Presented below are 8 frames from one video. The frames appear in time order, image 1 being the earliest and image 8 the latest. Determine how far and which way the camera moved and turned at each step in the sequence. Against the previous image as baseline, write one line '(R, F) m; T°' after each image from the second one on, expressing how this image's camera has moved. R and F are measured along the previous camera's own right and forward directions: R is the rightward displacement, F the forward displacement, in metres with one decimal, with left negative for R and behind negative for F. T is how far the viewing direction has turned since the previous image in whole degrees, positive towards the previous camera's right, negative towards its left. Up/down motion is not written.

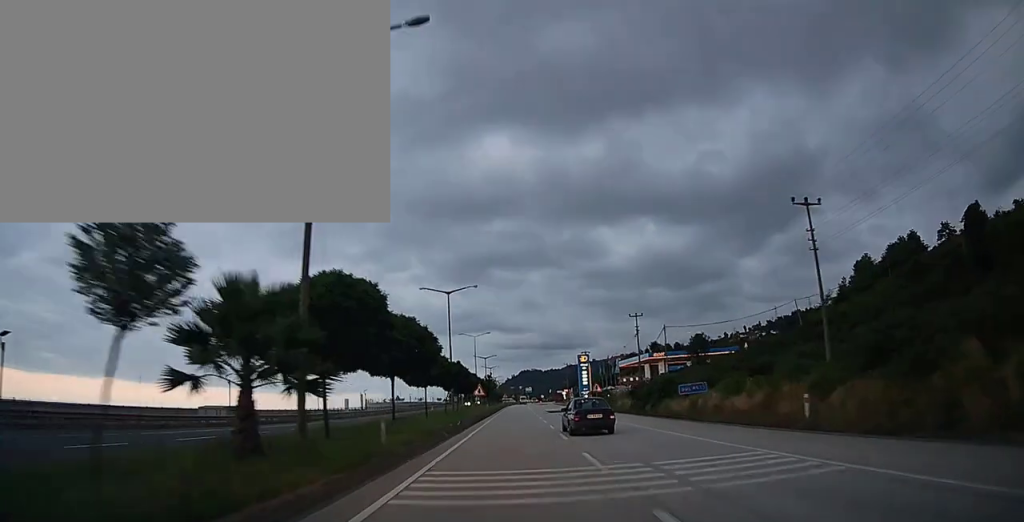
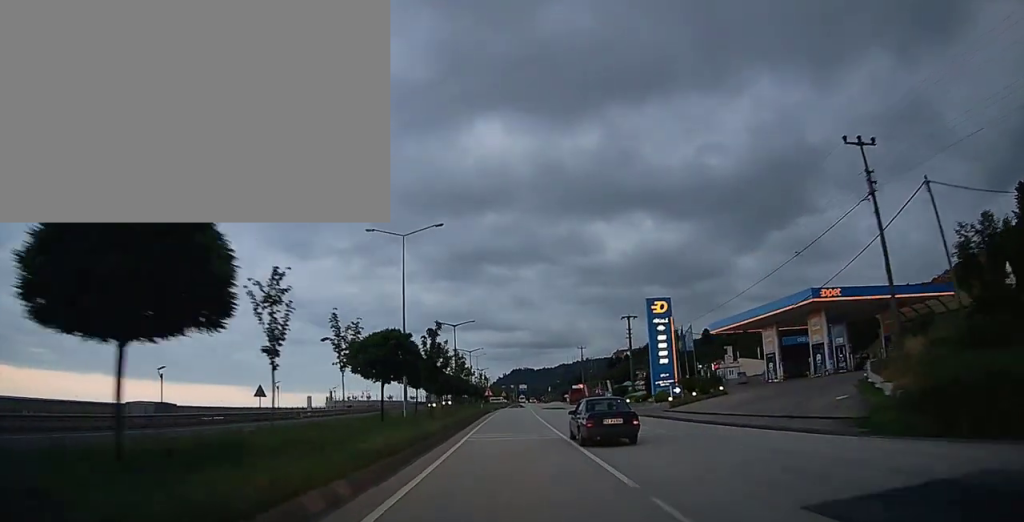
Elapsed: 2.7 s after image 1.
(+0.3, +57.5) m; +1°
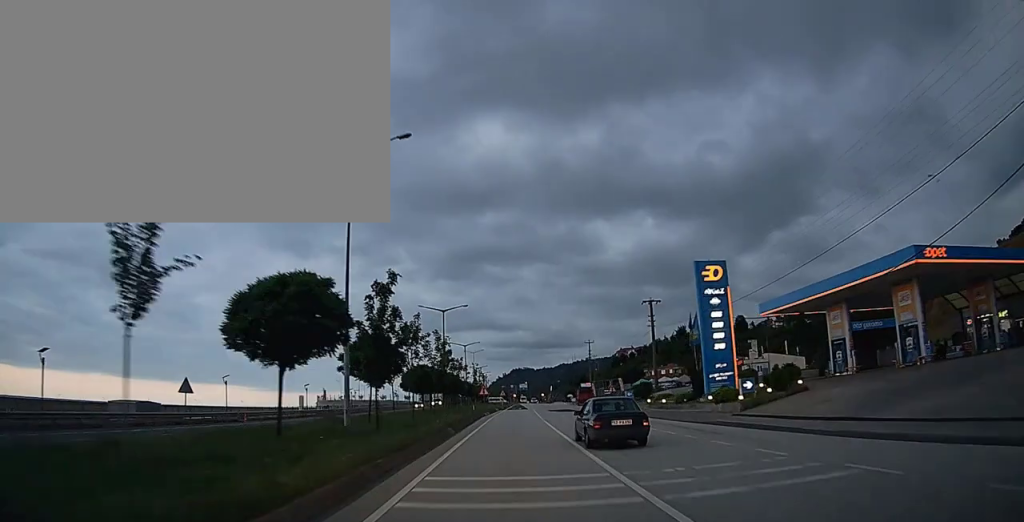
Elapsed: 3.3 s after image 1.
(+0.2, +12.5) m; 0°
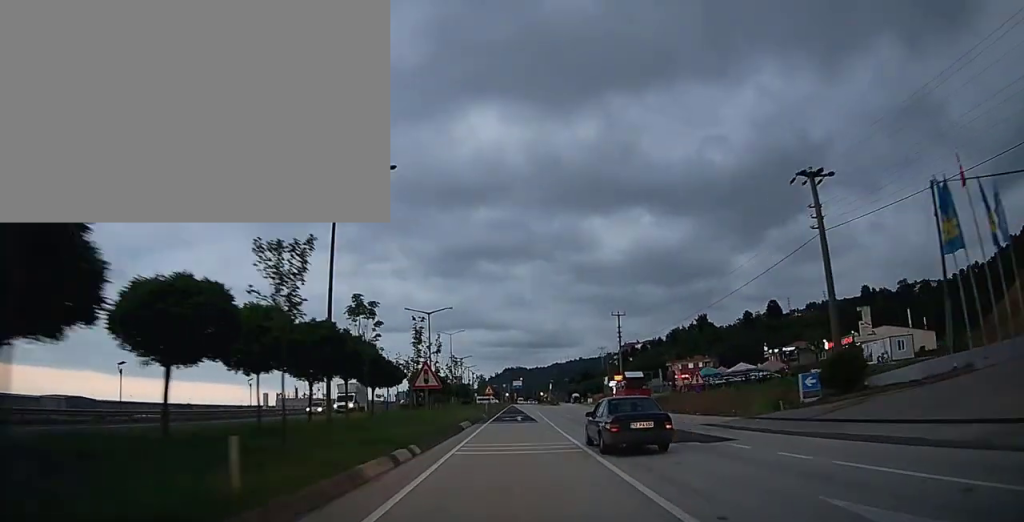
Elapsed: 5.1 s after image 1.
(-0.1, +38.2) m; 0°
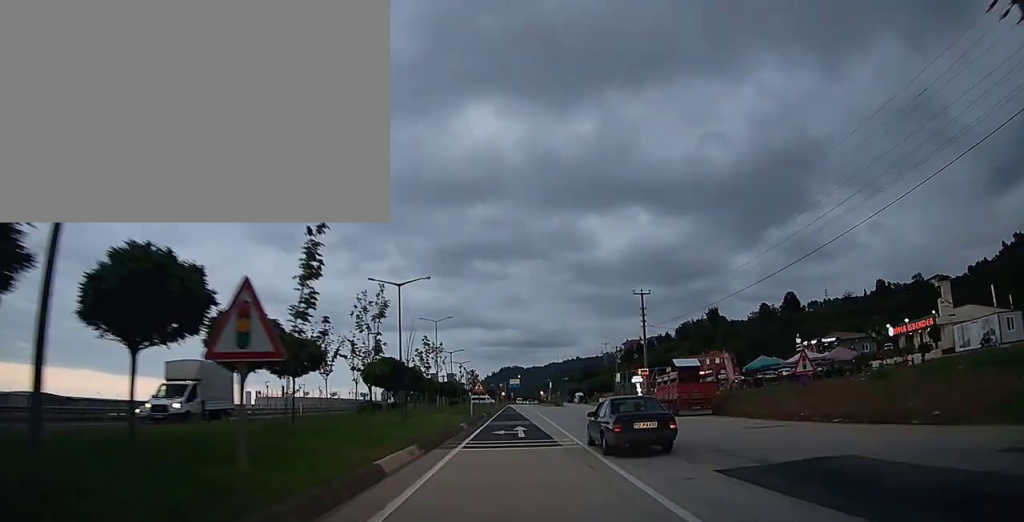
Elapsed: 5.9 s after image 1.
(+0.1, +16.0) m; +1°
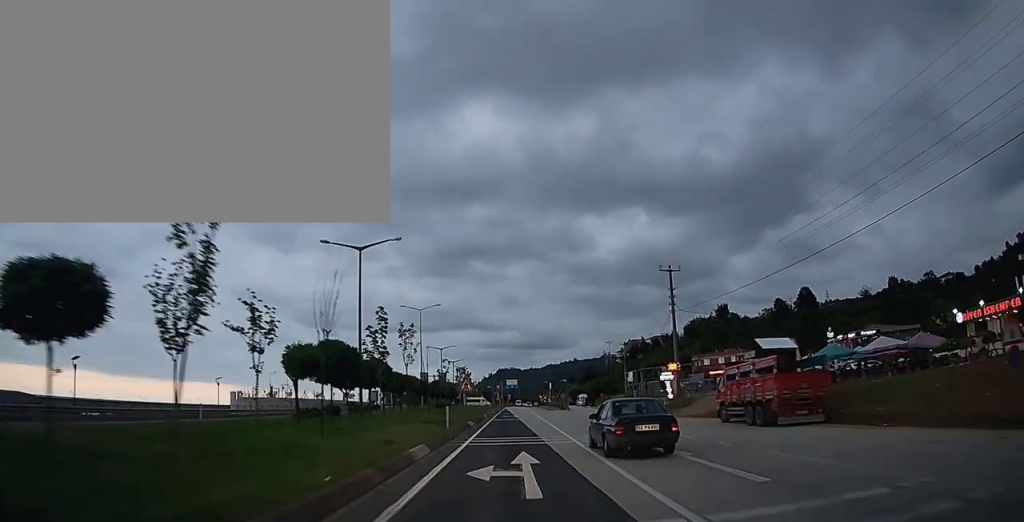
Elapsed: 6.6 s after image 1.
(+0.2, +13.1) m; 0°
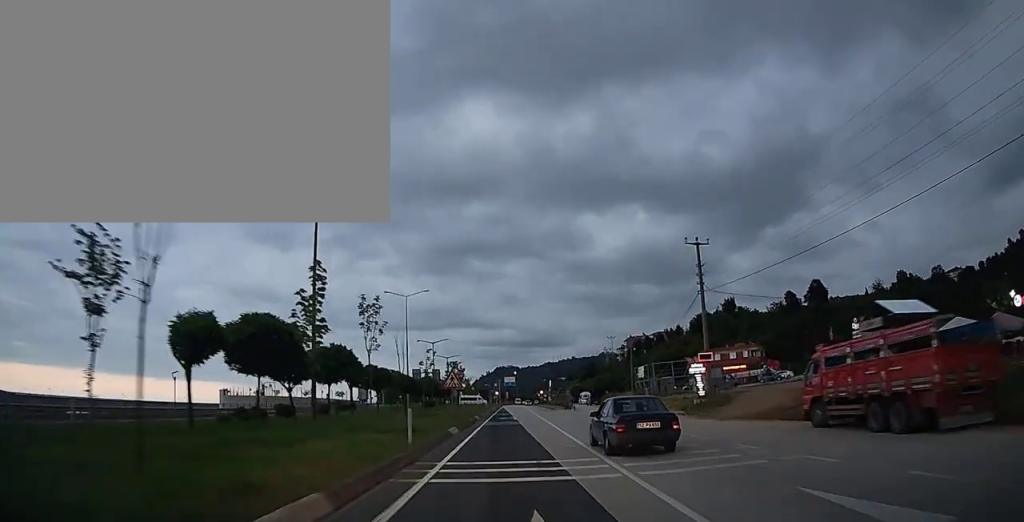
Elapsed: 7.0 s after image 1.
(0.0, +8.4) m; 0°
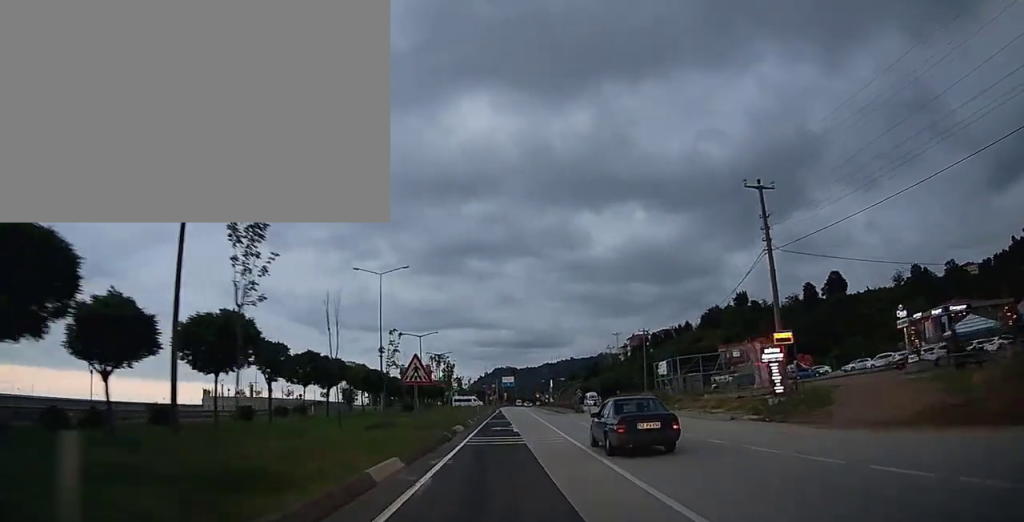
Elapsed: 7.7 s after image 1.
(-0.1, +12.1) m; 0°
